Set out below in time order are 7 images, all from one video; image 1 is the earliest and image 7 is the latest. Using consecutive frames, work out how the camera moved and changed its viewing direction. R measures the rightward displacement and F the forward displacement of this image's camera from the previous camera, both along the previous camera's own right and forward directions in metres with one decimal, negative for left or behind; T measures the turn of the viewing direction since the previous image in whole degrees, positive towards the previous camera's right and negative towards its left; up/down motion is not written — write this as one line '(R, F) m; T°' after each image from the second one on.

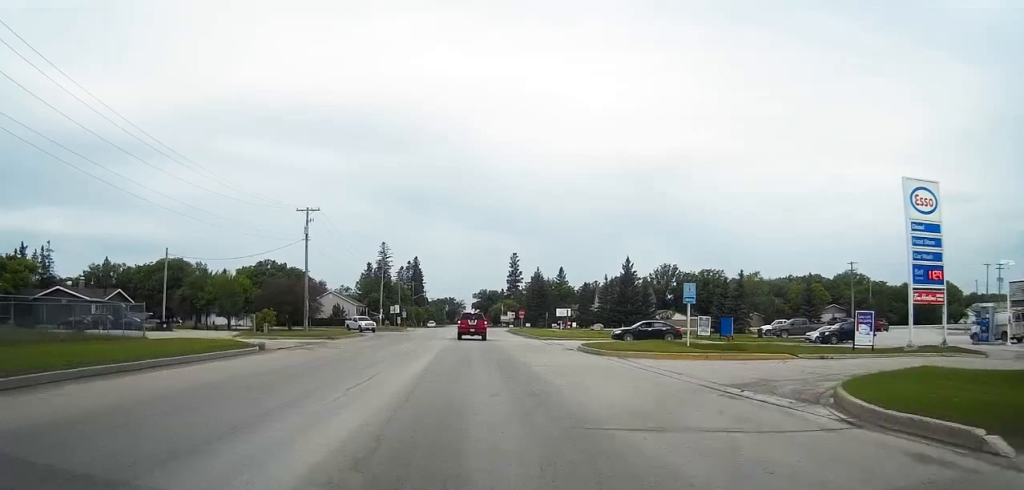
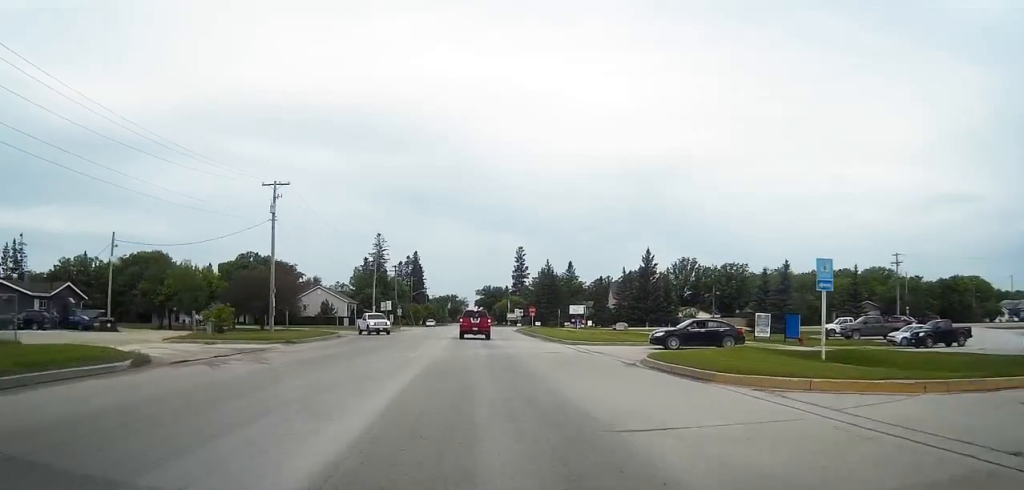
(0.0, +13.3) m; -1°
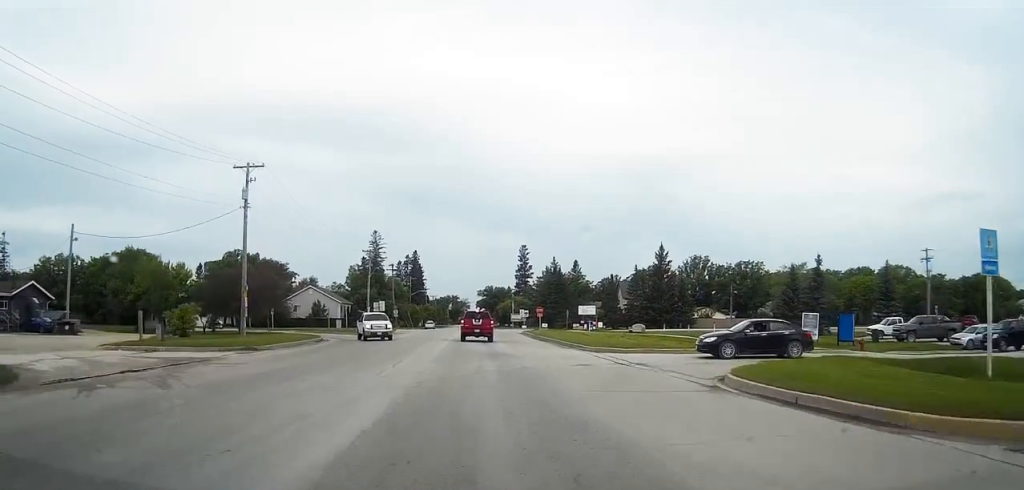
(-0.1, +7.6) m; 0°
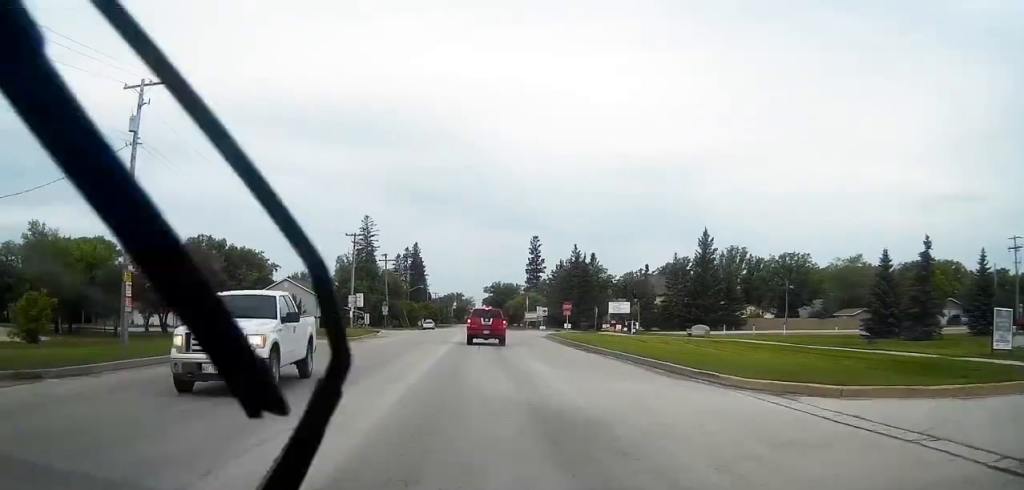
(+0.3, +18.3) m; +1°
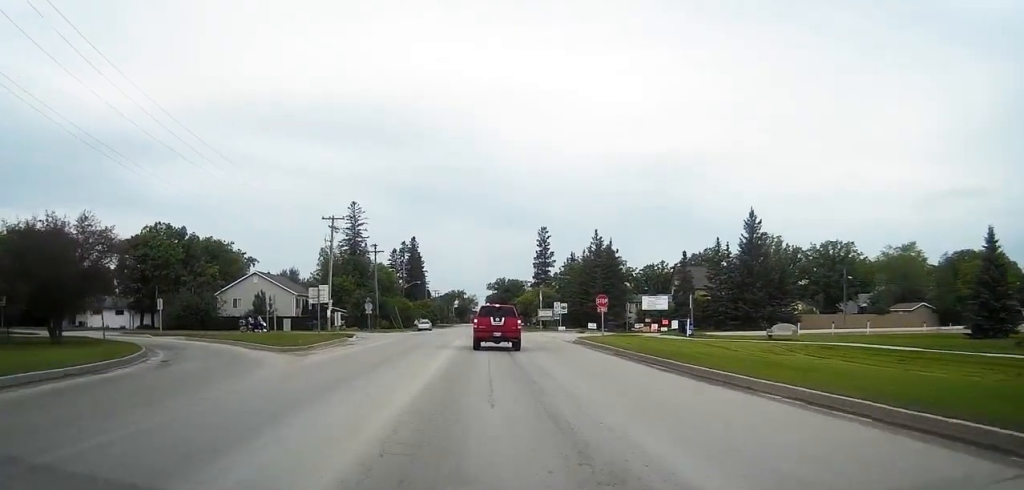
(+0.1, +14.6) m; 0°
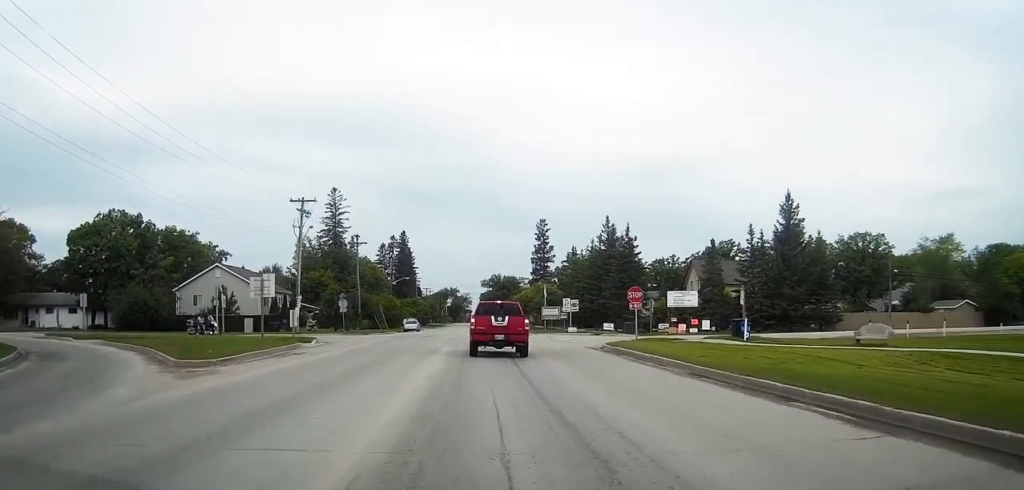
(-0.4, +10.9) m; -5°
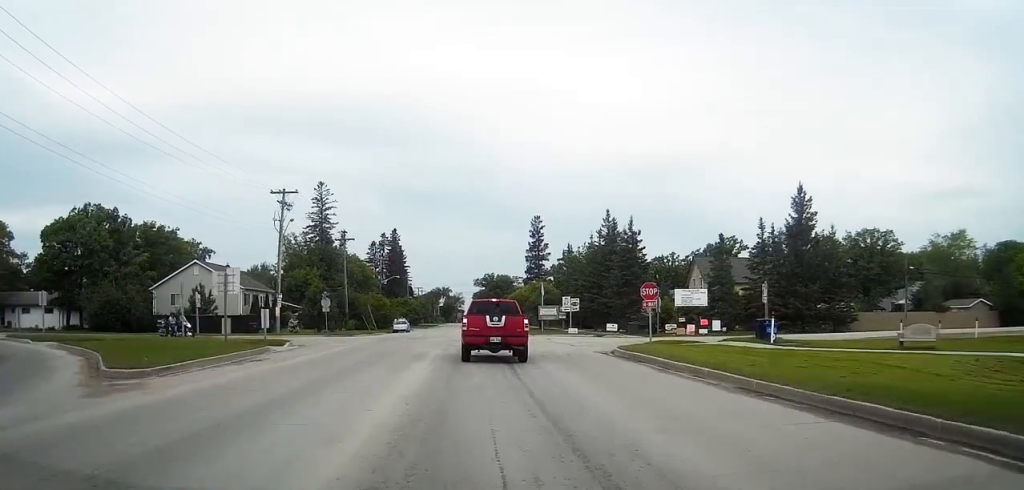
(-0.1, +4.2) m; -2°
